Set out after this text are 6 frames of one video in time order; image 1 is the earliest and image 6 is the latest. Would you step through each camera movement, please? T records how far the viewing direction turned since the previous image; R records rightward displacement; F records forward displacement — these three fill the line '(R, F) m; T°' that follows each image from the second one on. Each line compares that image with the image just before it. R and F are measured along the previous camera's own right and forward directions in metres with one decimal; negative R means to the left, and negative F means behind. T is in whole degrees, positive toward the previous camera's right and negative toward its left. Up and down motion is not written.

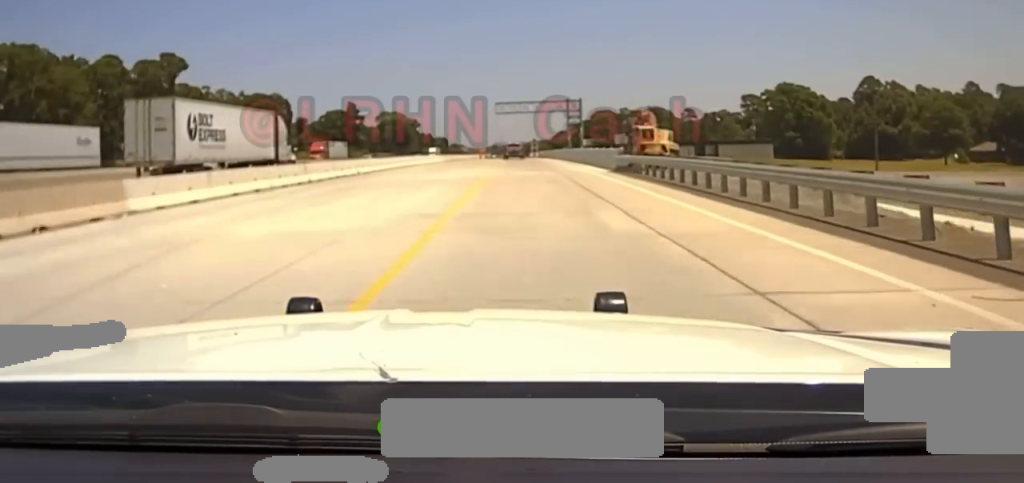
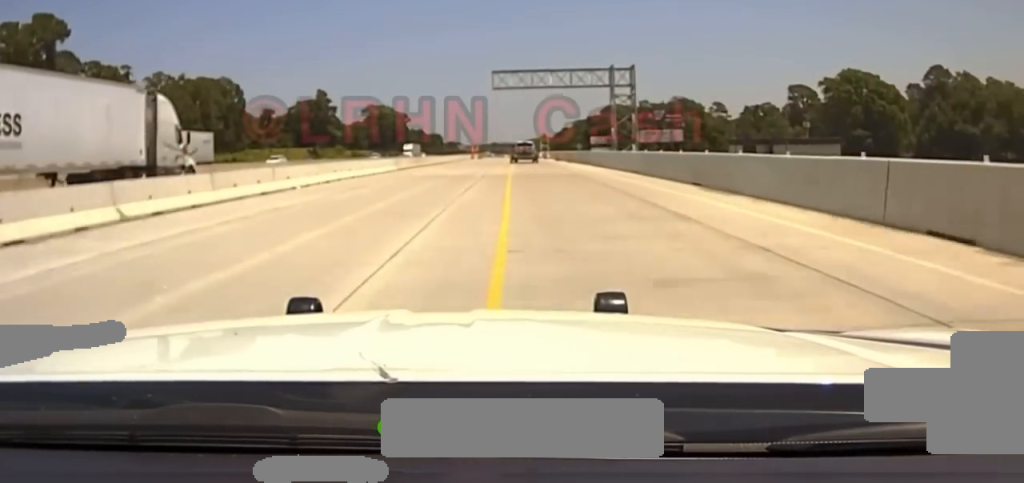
(-0.2, +45.2) m; 0°
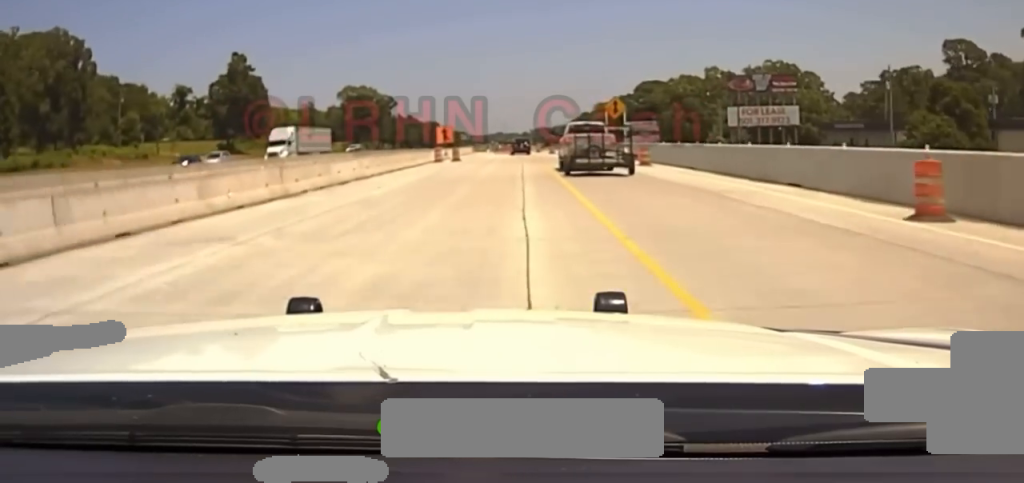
(0.0, +88.7) m; 0°
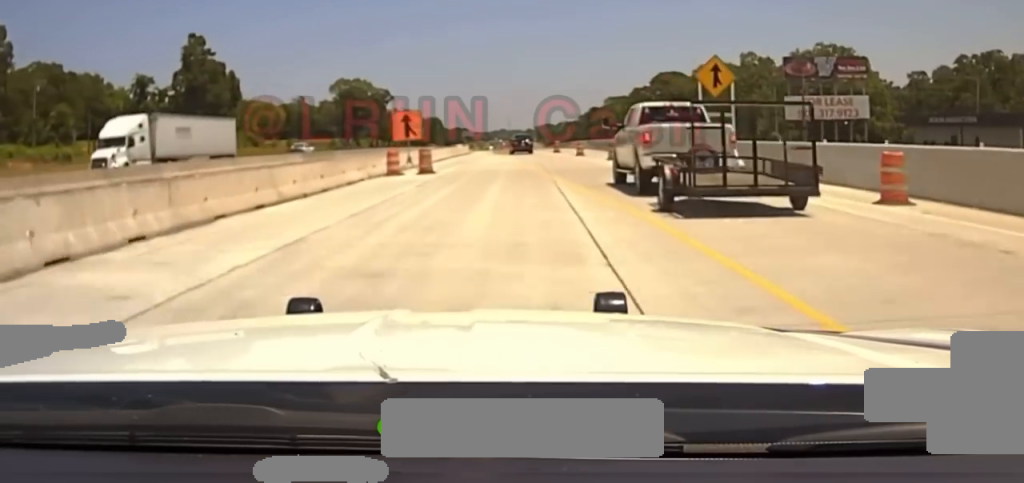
(-0.3, +29.4) m; 0°
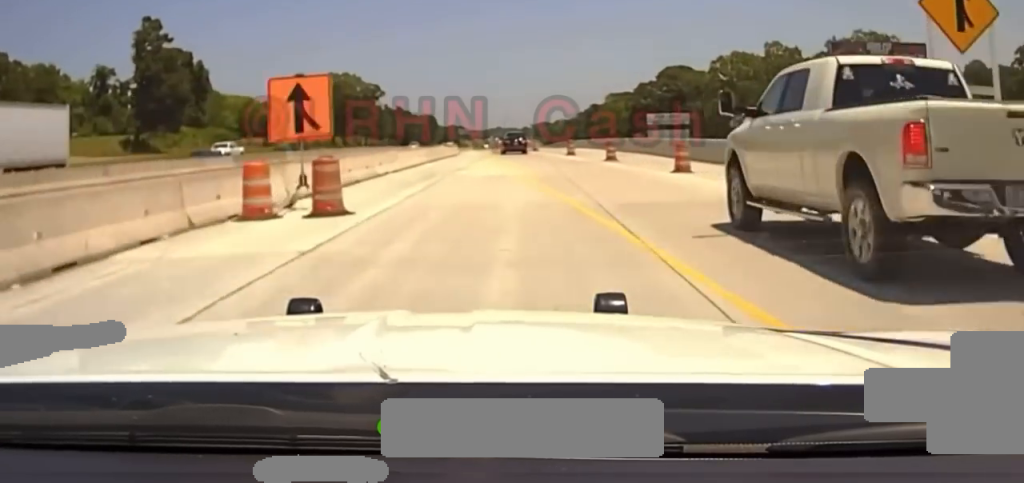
(+0.2, +20.1) m; 0°
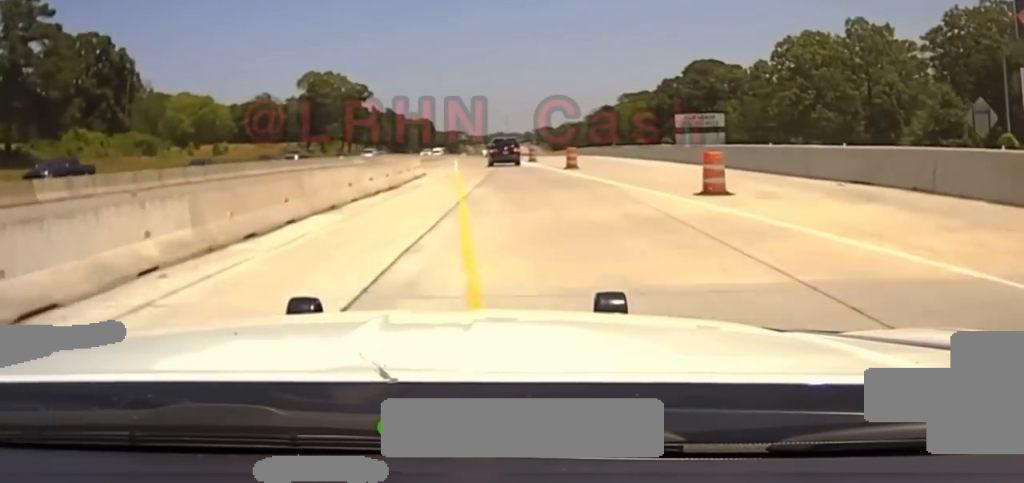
(-0.3, +43.7) m; -1°
